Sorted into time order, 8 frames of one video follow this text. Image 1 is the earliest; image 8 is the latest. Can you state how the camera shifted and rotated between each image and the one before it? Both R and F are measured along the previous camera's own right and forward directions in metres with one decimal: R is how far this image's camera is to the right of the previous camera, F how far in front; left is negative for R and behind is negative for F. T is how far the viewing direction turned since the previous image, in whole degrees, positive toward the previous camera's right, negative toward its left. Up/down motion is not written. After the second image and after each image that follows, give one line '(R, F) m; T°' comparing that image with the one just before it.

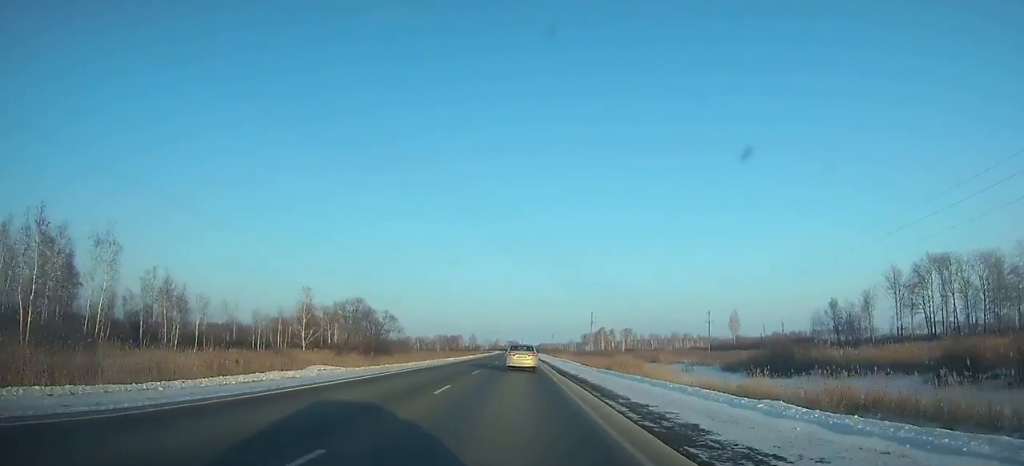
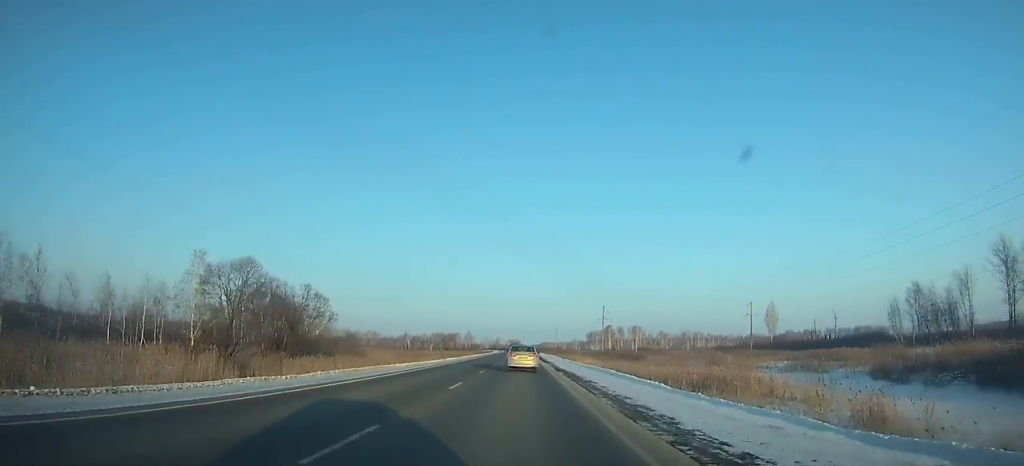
(+0.1, +33.6) m; 0°
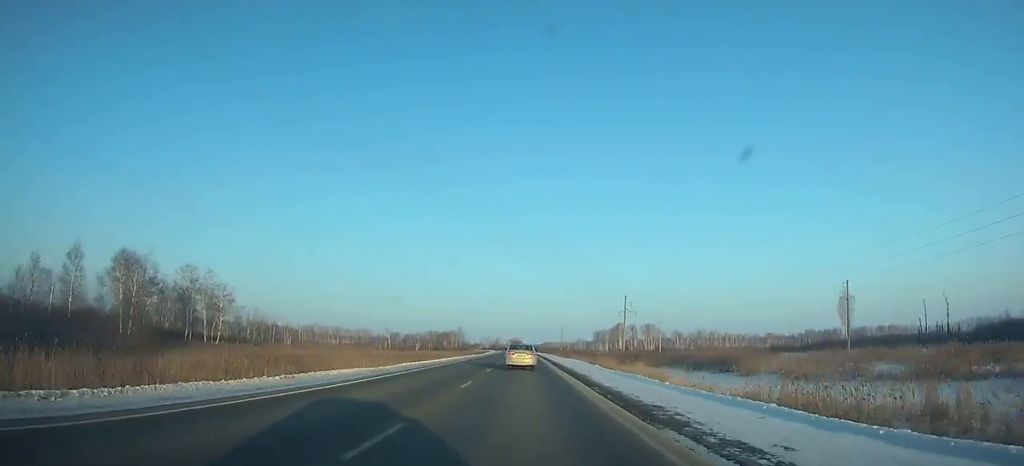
(-0.2, +47.2) m; 0°
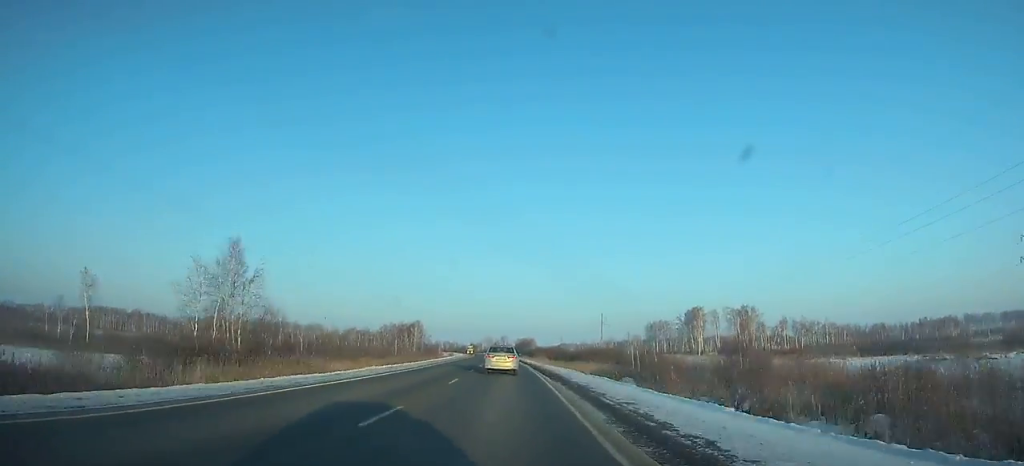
(-1.3, +185.7) m; -2°
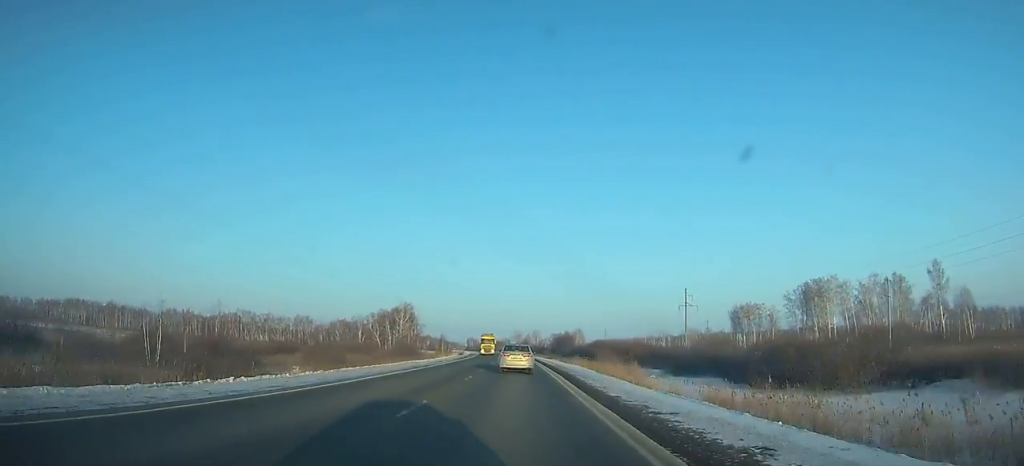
(-2.3, +93.6) m; -2°
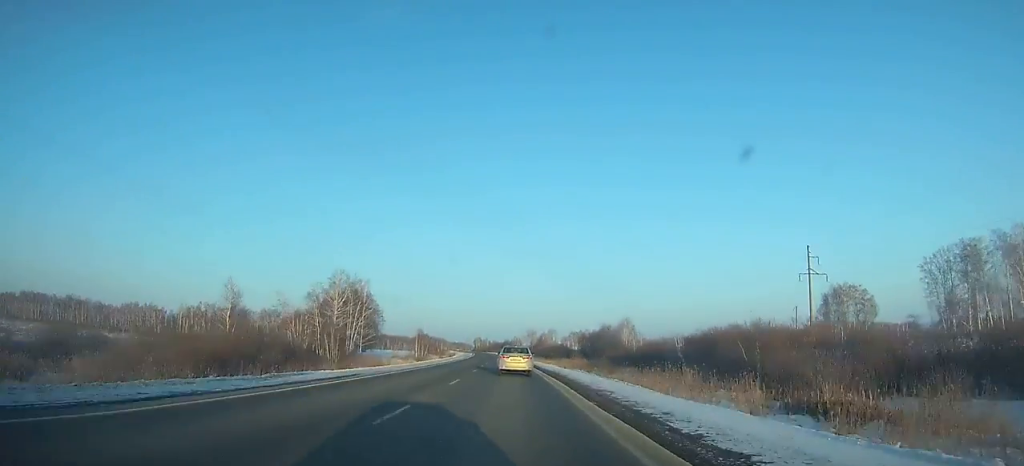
(-0.5, +72.4) m; -2°
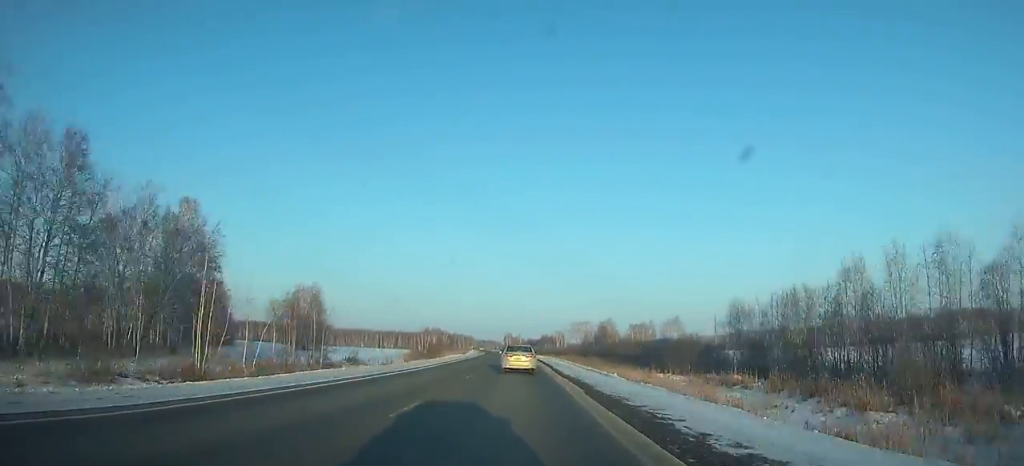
(-2.8, +104.5) m; -3°
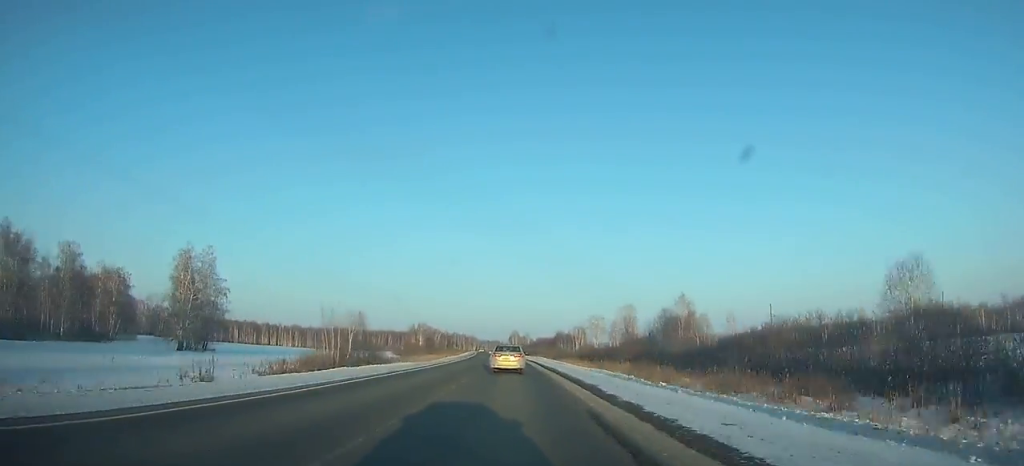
(-0.2, +61.7) m; -2°
